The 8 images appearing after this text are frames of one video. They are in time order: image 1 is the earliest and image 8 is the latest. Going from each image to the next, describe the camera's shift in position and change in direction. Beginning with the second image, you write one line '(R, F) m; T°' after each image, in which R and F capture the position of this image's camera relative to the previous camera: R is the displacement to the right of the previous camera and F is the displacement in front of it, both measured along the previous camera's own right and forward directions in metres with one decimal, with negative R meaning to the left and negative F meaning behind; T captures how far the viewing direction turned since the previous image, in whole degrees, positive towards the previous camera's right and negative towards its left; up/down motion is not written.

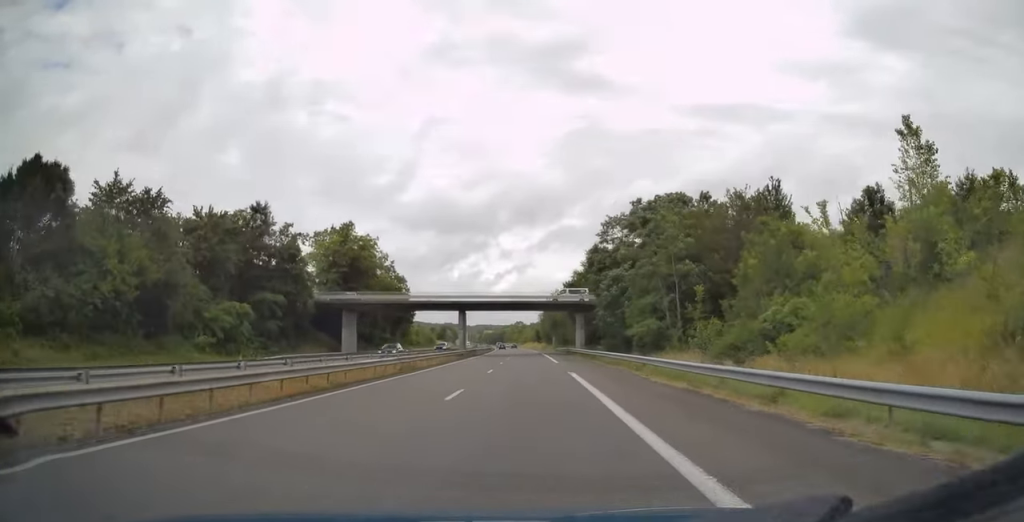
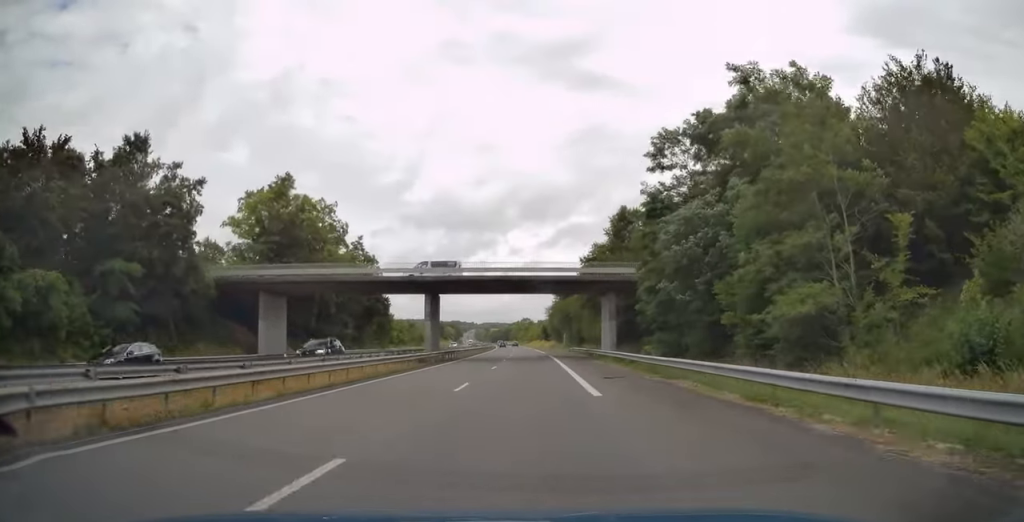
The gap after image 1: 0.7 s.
(-0.2, +23.8) m; -1°
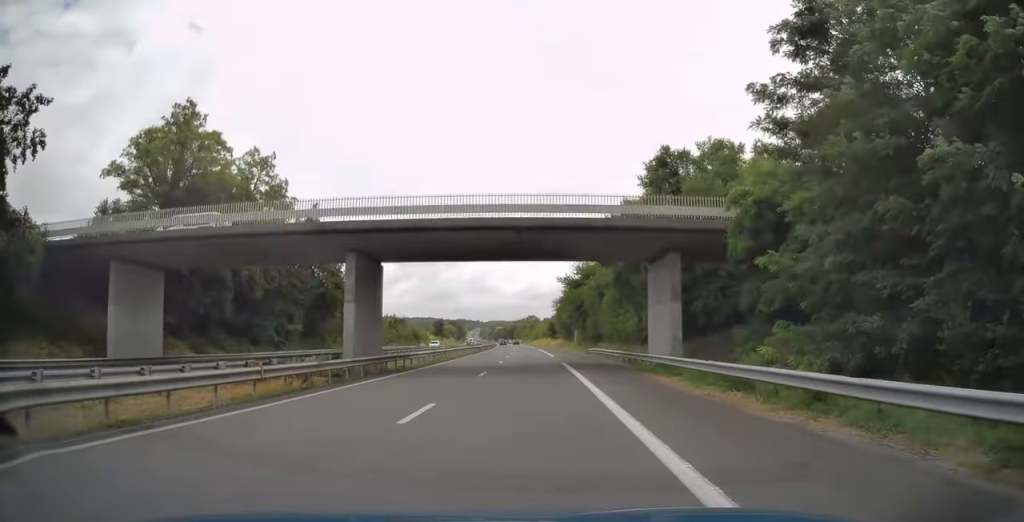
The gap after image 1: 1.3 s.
(-0.1, +20.0) m; -1°
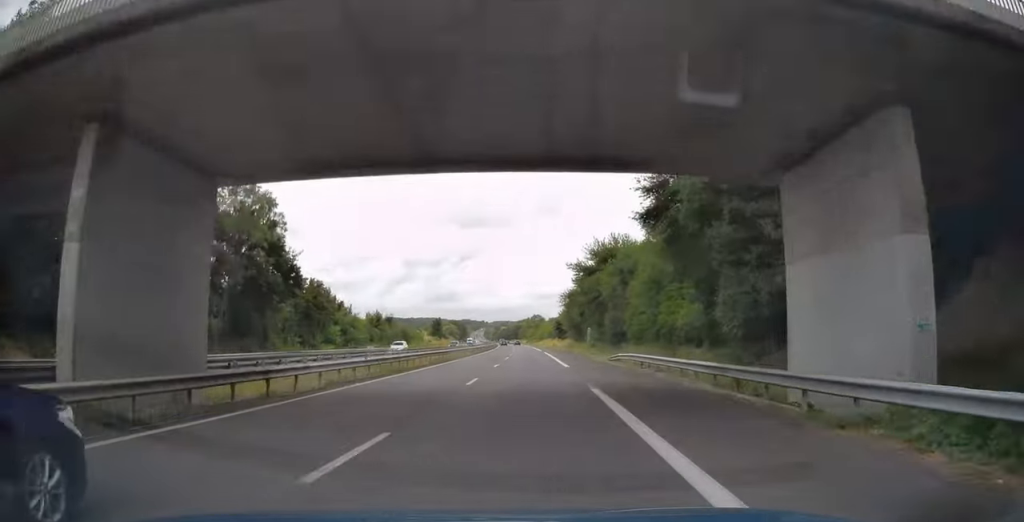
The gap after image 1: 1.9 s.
(0.0, +17.4) m; -1°
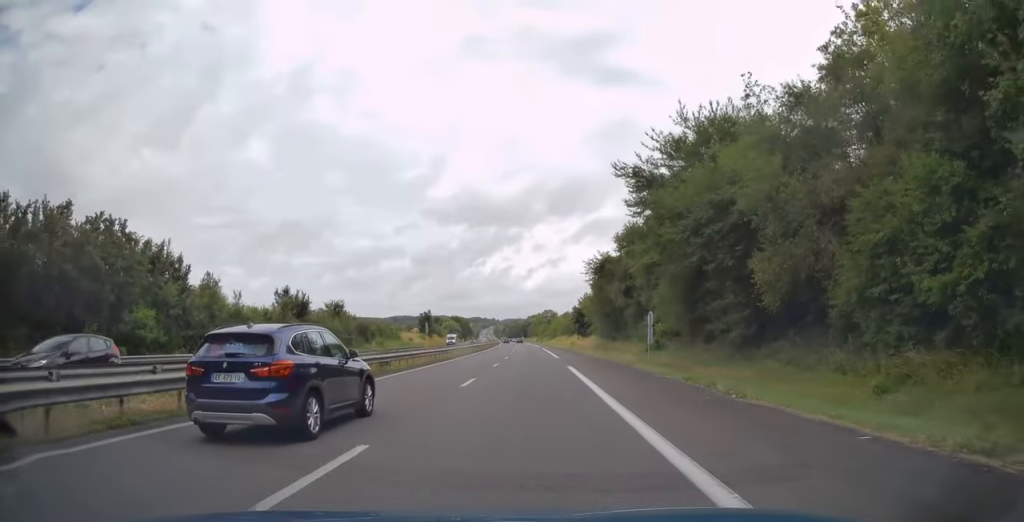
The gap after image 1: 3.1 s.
(-0.5, +40.7) m; -1°
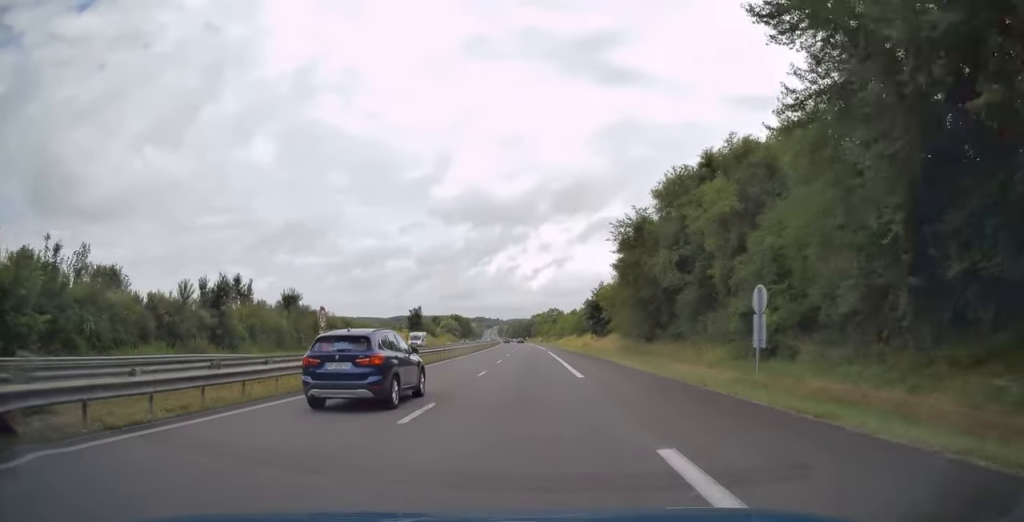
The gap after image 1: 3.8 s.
(0.0, +21.1) m; 0°
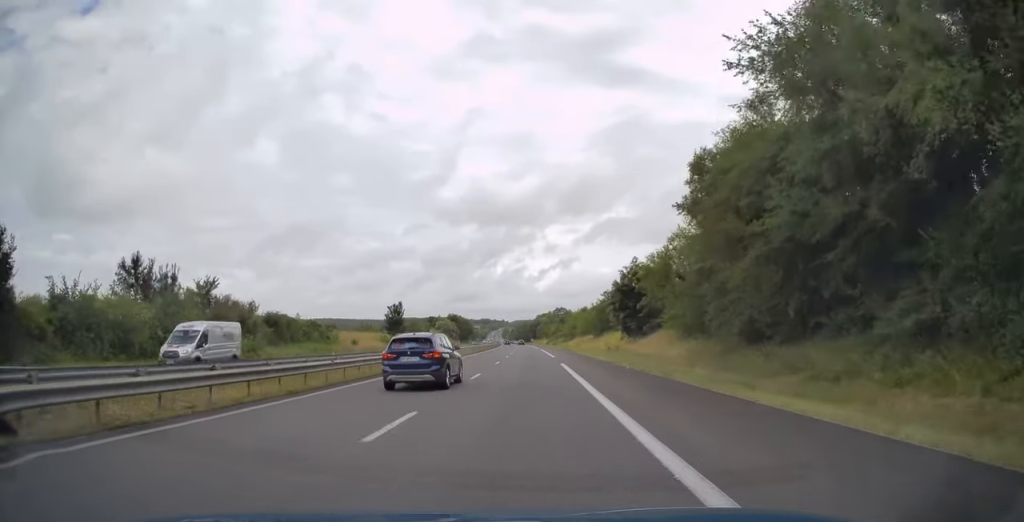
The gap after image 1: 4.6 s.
(-0.1, +27.6) m; -1°
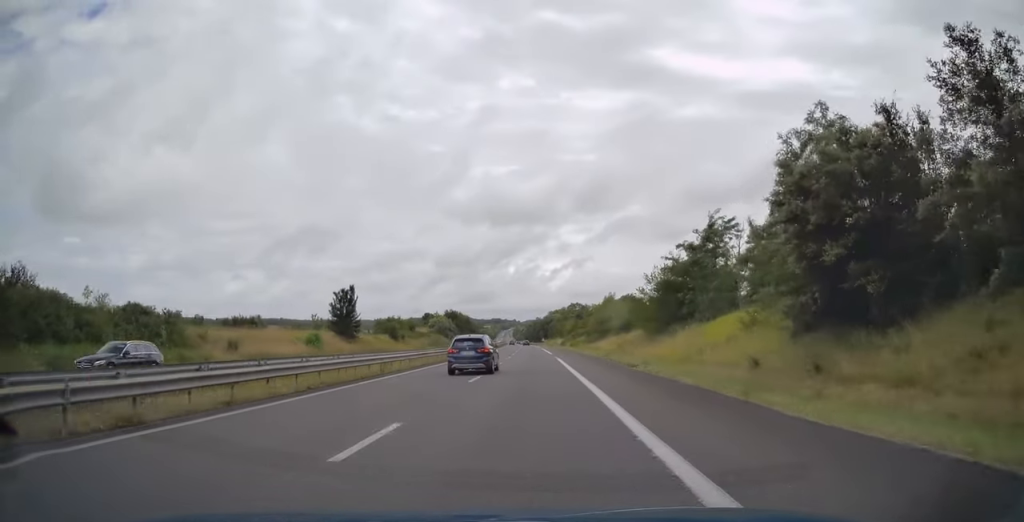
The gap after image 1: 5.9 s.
(-0.4, +41.0) m; -1°
